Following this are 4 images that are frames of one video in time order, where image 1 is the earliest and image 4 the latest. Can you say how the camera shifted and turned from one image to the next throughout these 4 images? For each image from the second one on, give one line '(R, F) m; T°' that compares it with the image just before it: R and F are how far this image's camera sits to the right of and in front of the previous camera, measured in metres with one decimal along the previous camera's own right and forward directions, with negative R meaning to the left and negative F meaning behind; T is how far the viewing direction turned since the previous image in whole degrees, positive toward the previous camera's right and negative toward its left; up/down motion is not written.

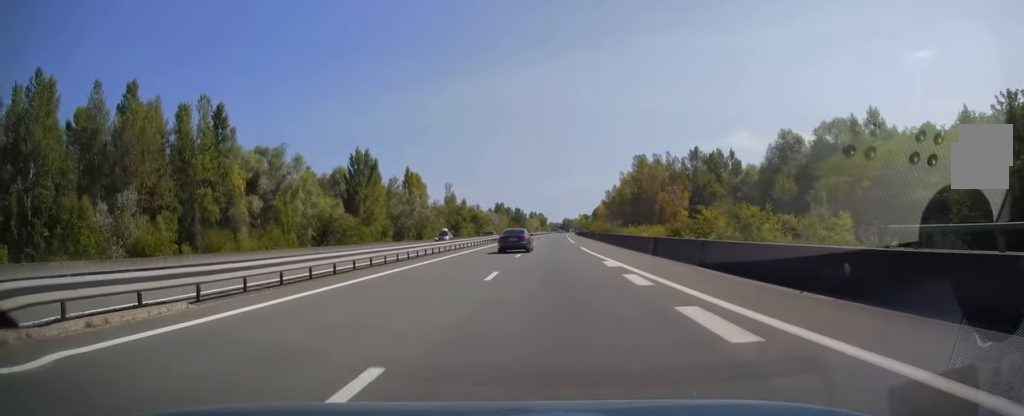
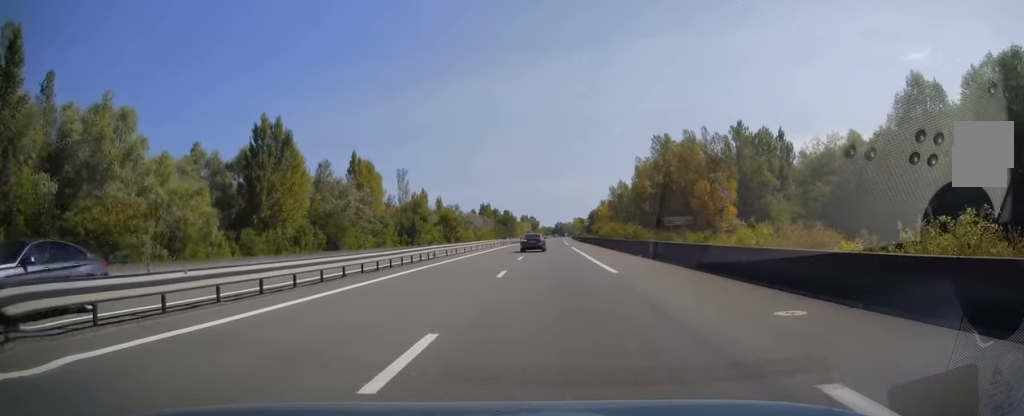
(+0.5, +37.4) m; +1°
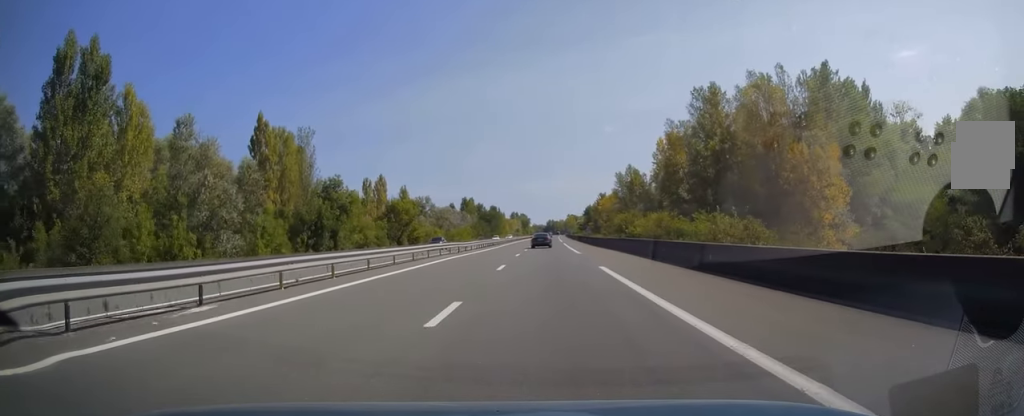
(+0.1, +36.4) m; +1°
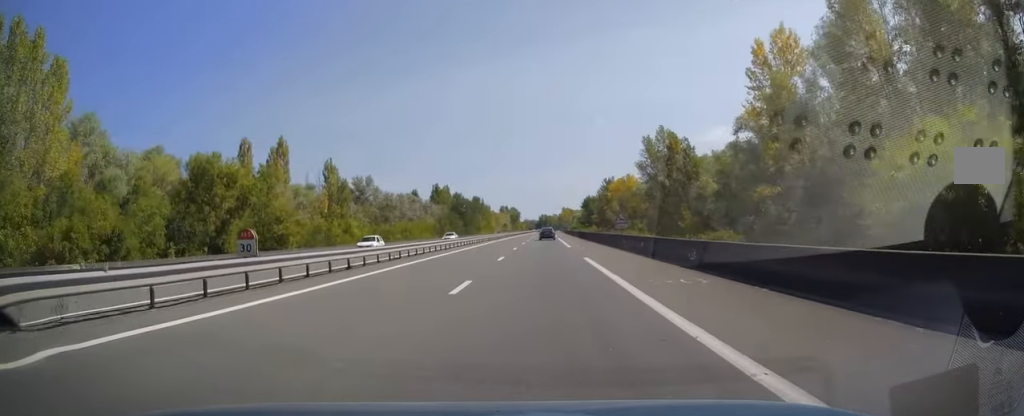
(+0.8, +49.1) m; +1°
